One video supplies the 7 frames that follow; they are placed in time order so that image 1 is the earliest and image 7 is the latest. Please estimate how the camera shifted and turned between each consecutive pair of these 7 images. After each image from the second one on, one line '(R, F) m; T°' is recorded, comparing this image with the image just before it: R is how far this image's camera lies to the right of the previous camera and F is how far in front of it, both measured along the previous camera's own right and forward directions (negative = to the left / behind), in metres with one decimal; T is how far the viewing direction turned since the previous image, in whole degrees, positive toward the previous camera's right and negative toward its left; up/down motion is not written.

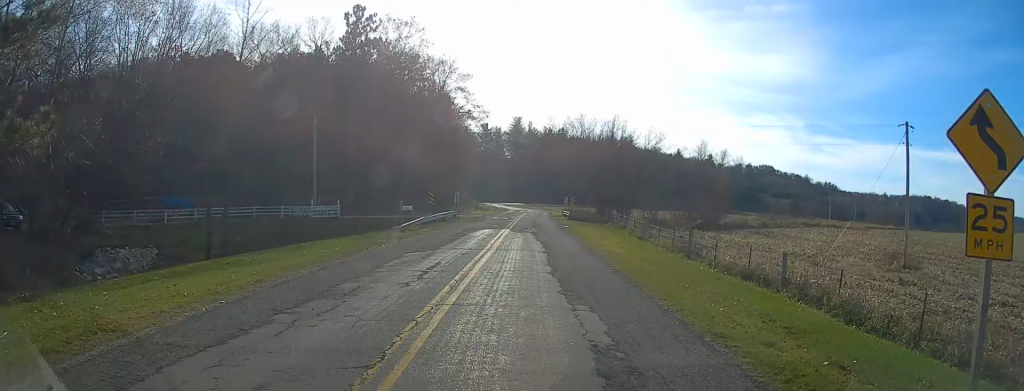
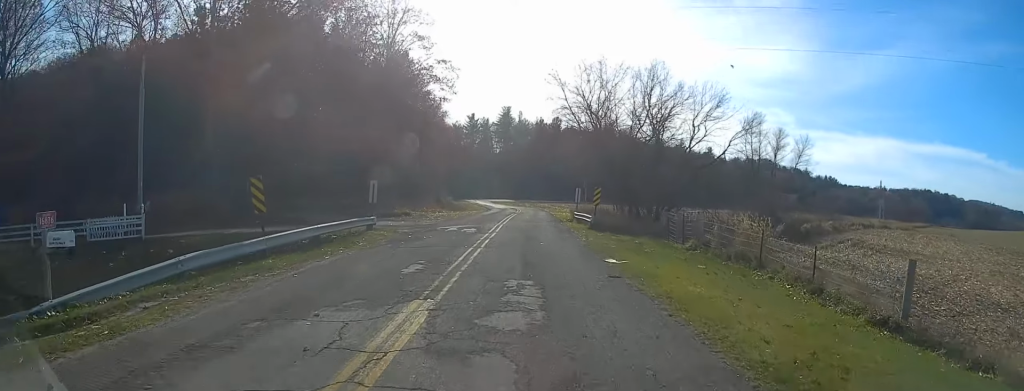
(+0.2, +26.8) m; +1°
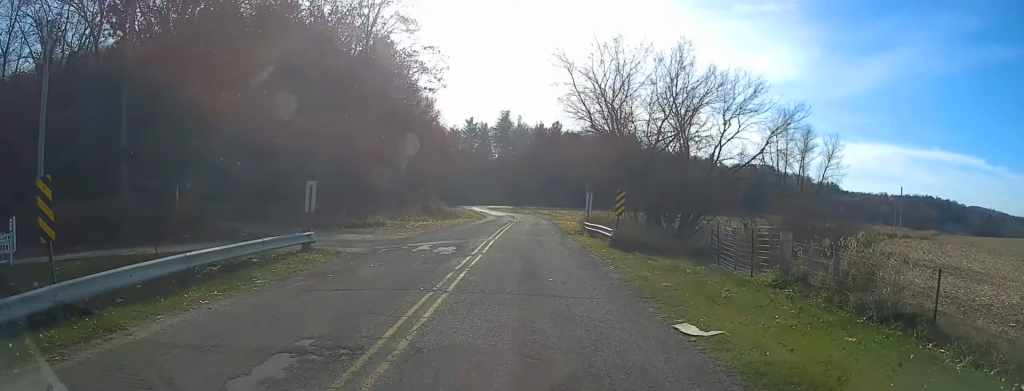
(+0.1, +8.1) m; 0°
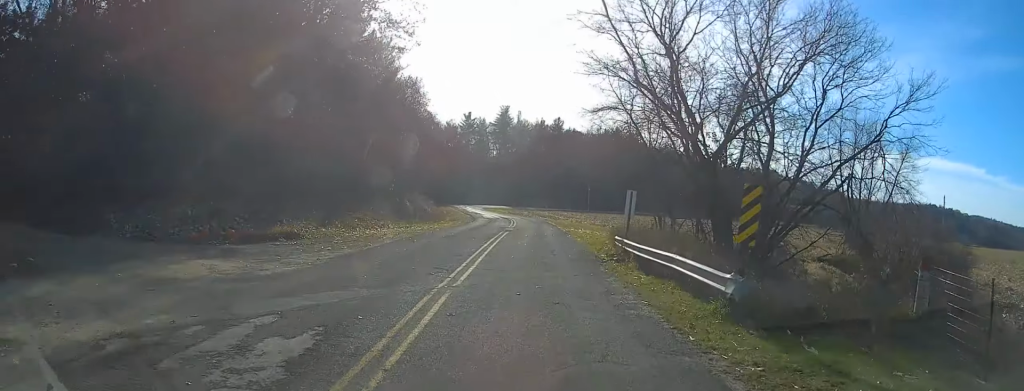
(-0.5, +14.1) m; 0°
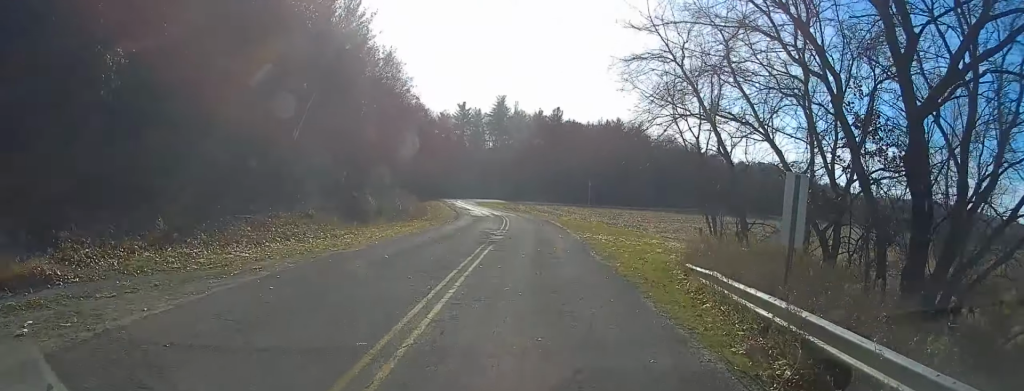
(+0.5, +13.3) m; +1°
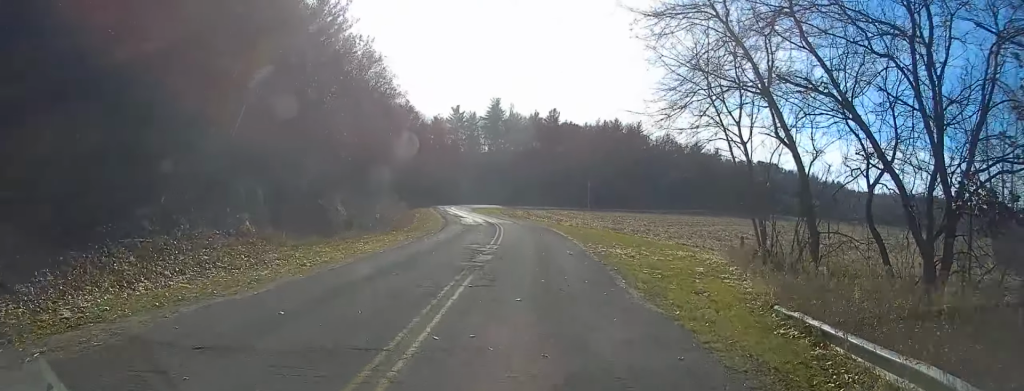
(-0.1, +6.6) m; 0°
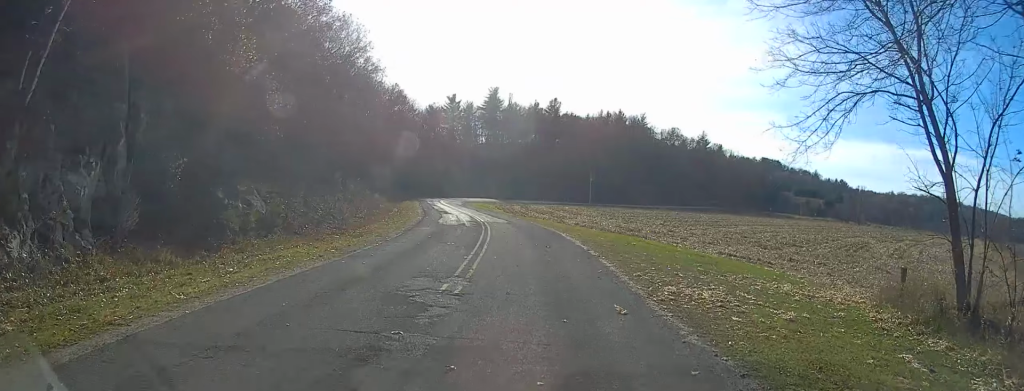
(-0.1, +11.8) m; -1°
